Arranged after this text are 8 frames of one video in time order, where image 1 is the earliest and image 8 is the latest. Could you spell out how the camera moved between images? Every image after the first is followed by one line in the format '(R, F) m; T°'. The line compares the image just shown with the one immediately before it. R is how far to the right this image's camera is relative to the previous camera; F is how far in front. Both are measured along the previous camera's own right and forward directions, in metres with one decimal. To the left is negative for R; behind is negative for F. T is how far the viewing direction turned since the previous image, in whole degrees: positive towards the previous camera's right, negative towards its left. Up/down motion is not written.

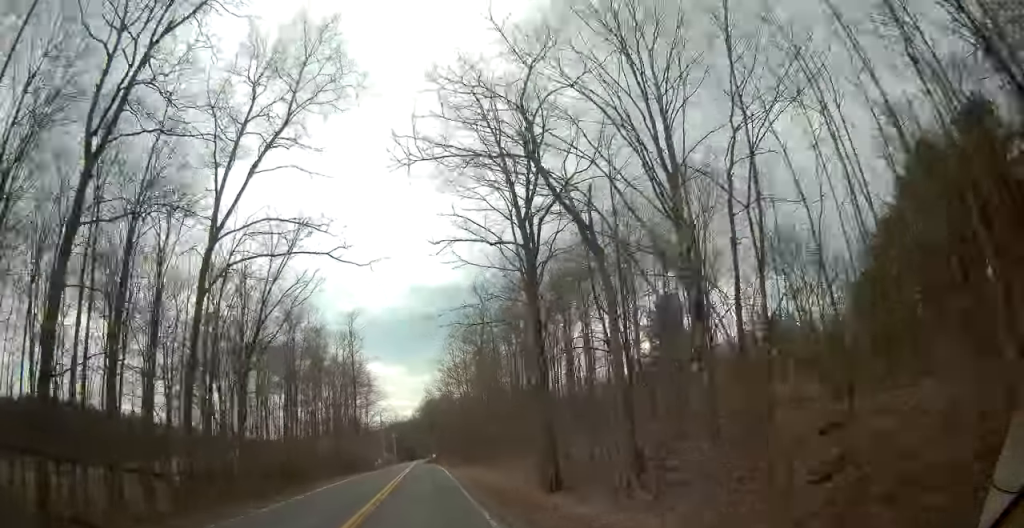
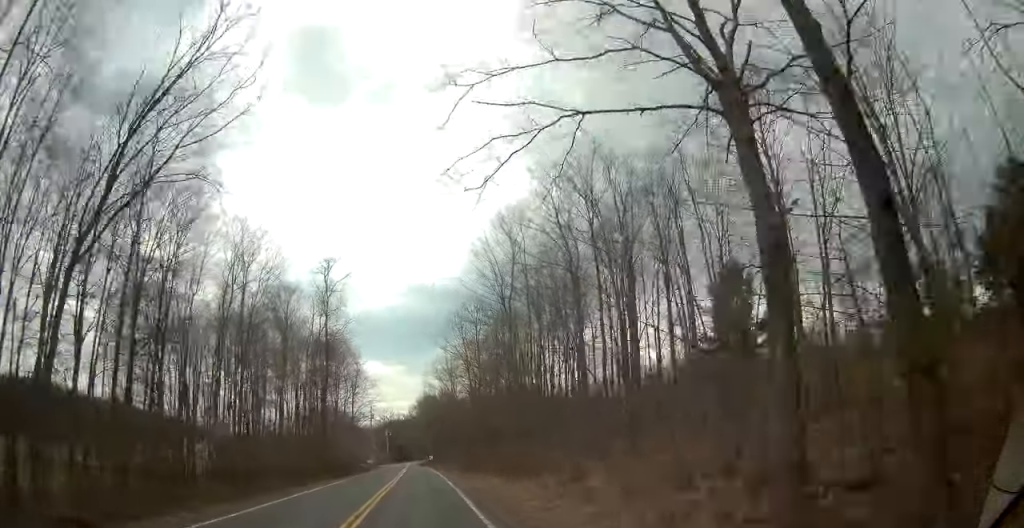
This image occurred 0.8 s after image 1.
(+0.2, +19.8) m; +1°
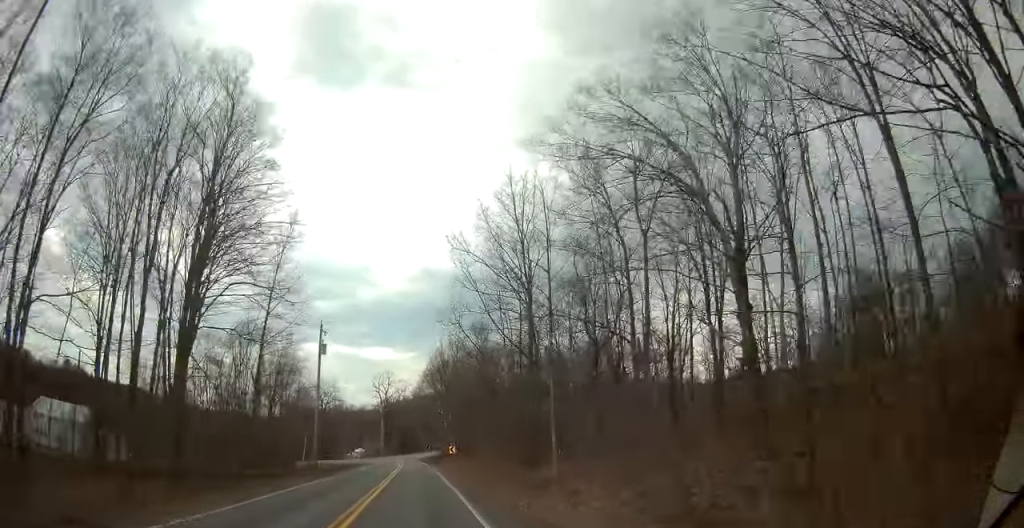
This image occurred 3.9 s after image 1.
(+0.2, +69.7) m; 0°
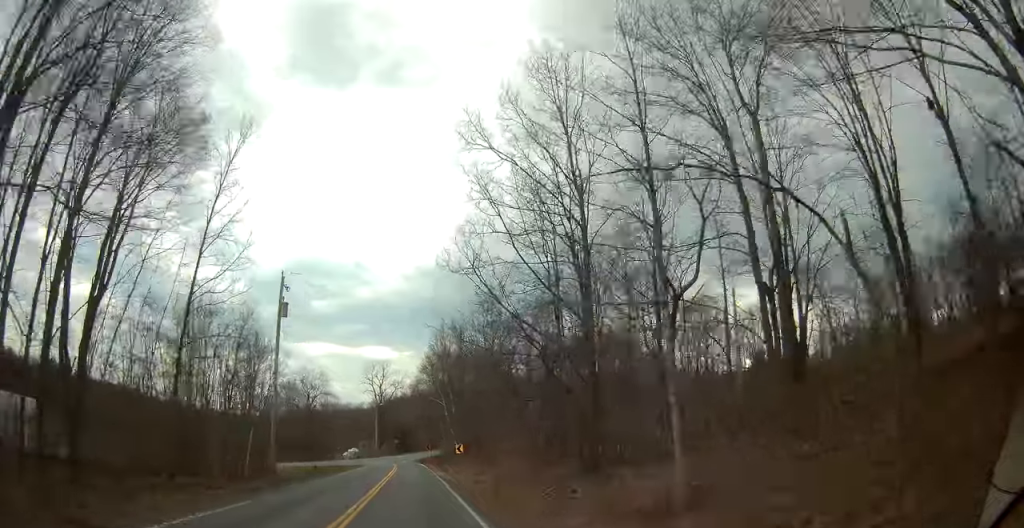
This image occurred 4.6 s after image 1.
(-0.1, +13.8) m; 0°
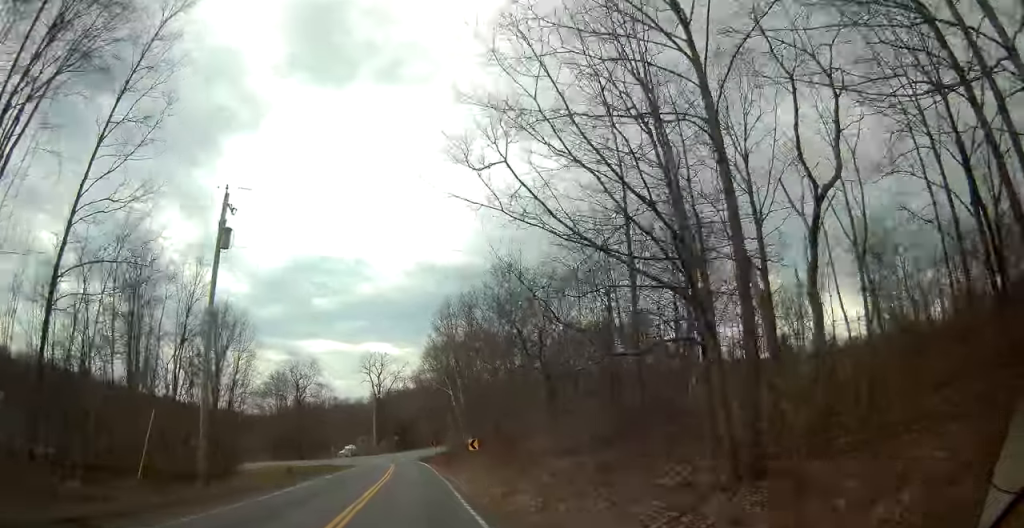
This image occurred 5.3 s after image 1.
(+0.1, +11.8) m; 0°
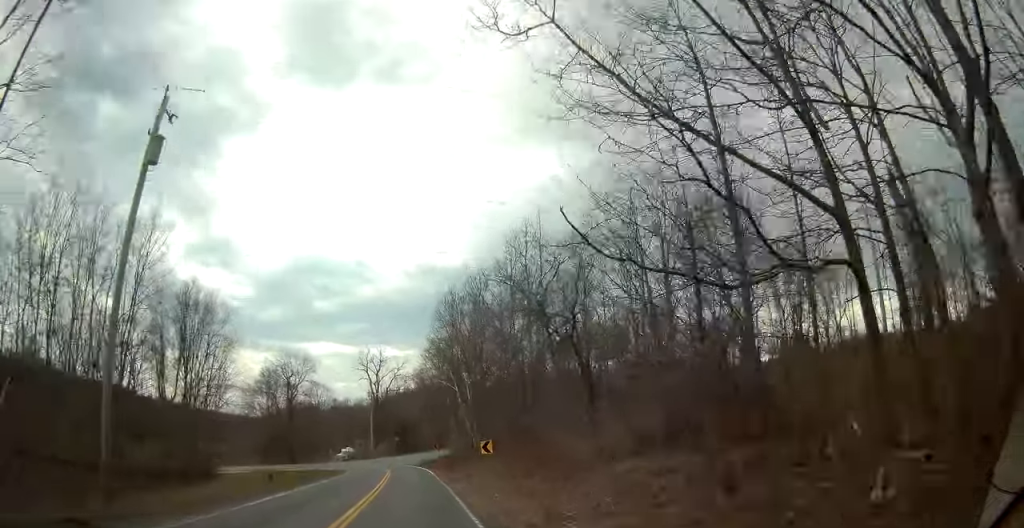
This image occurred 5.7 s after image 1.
(0.0, +7.7) m; 0°
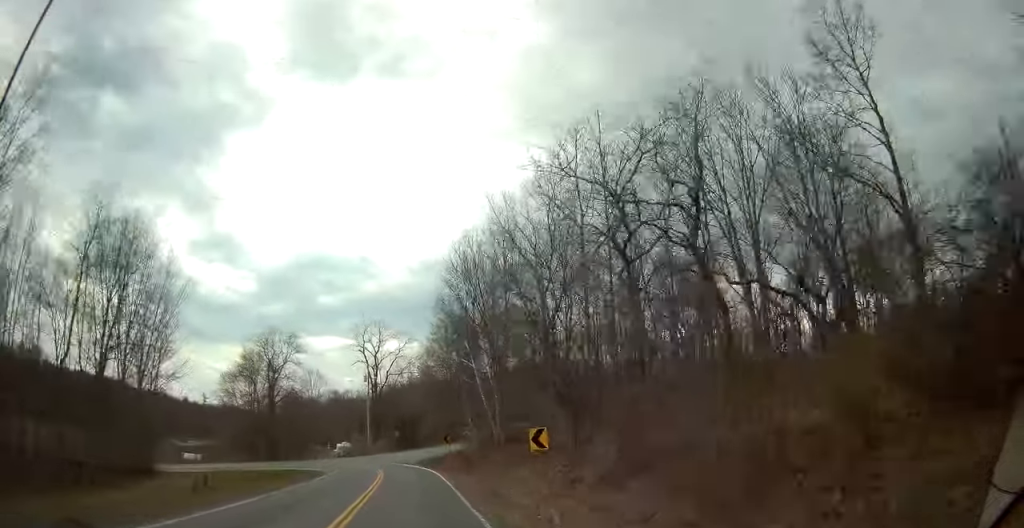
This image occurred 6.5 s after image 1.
(-0.1, +13.7) m; -1°
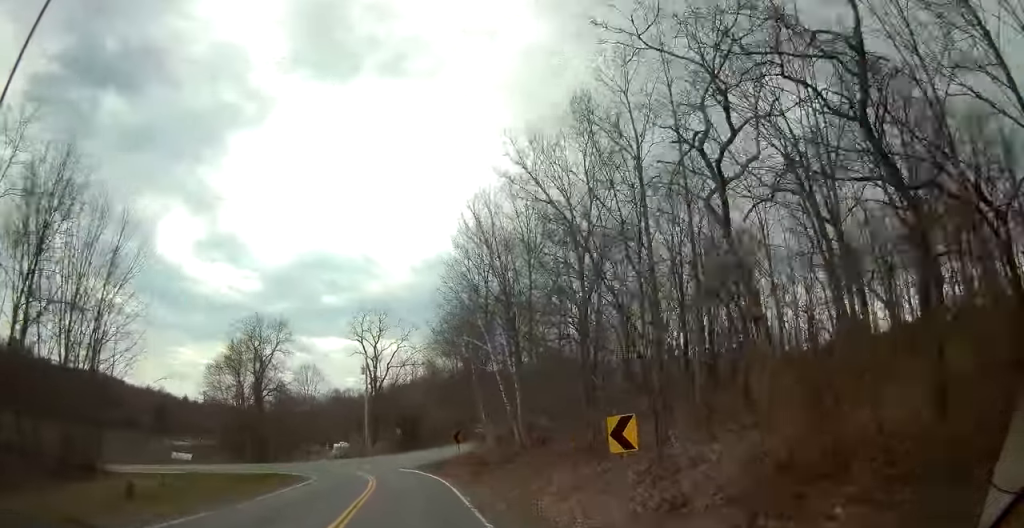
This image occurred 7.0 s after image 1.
(0.0, +7.9) m; -1°
